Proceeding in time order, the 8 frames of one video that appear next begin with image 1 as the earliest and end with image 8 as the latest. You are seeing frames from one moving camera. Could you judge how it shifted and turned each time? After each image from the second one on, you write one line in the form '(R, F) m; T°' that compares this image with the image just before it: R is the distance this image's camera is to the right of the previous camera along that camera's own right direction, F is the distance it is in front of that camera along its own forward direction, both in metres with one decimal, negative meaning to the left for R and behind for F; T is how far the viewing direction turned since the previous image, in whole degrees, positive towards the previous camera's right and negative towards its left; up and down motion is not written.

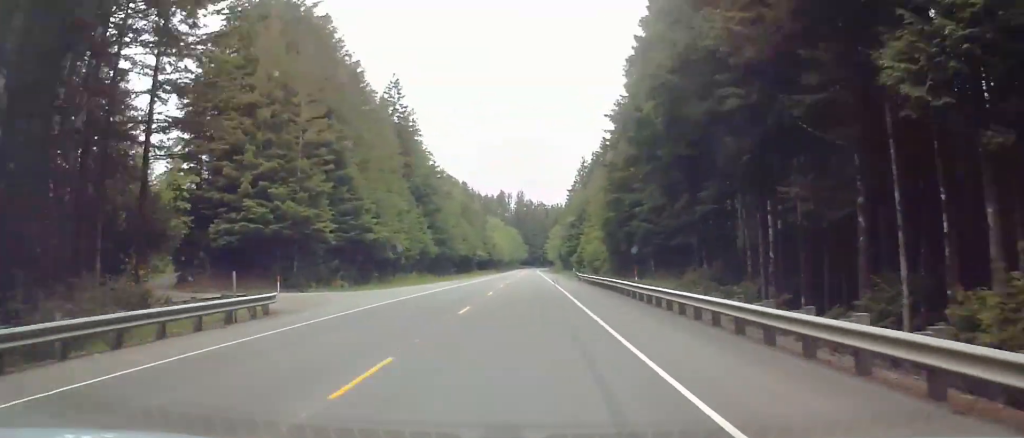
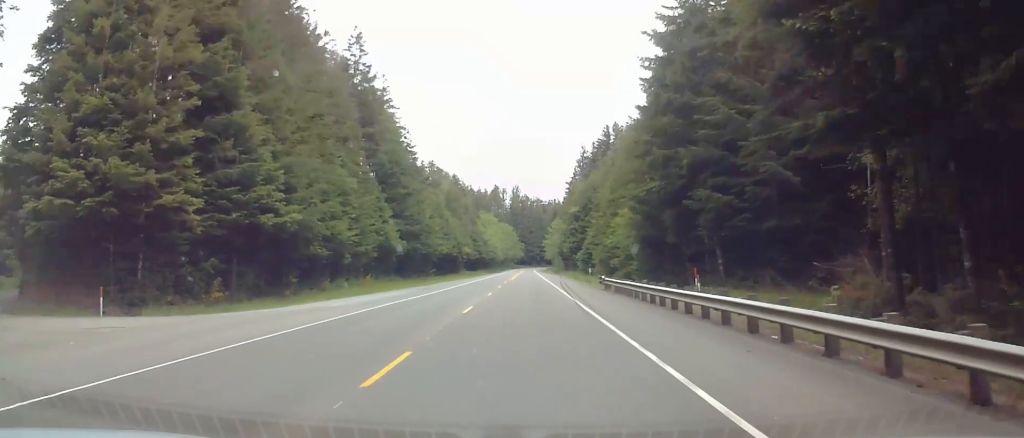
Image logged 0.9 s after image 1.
(0.0, +23.3) m; 0°
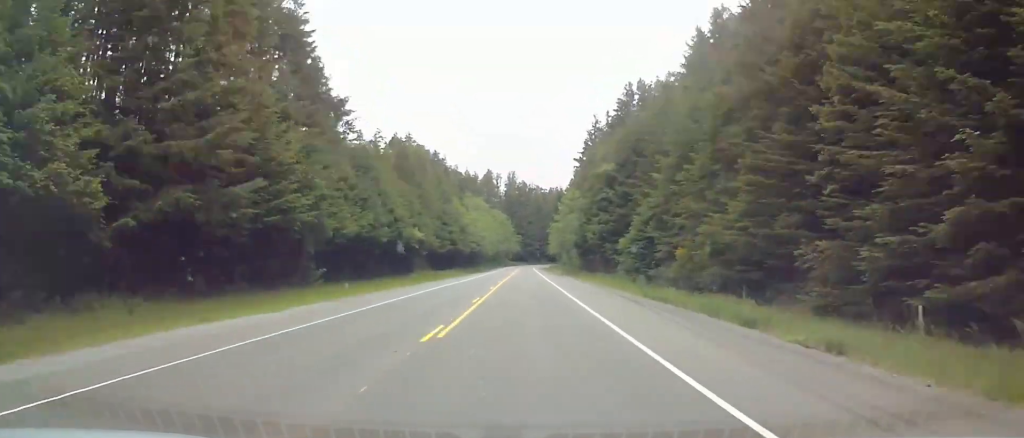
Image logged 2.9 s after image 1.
(+0.1, +56.4) m; 0°
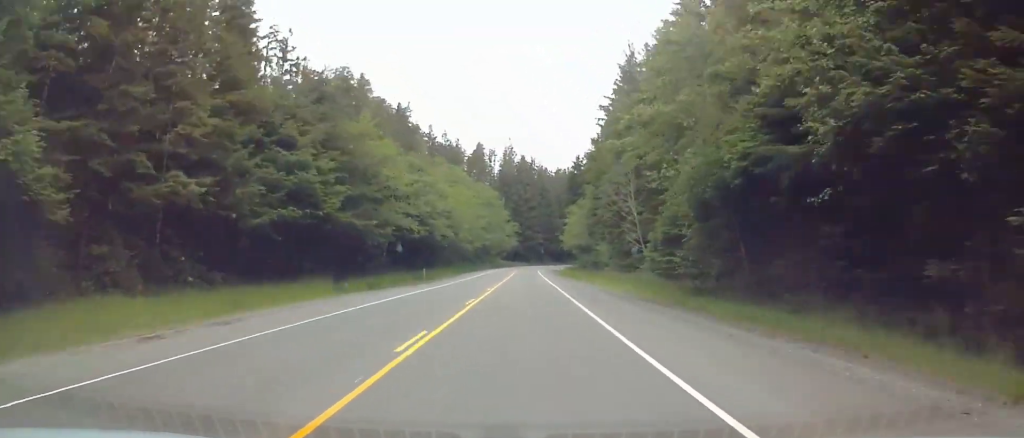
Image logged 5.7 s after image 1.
(+0.1, +75.6) m; 0°
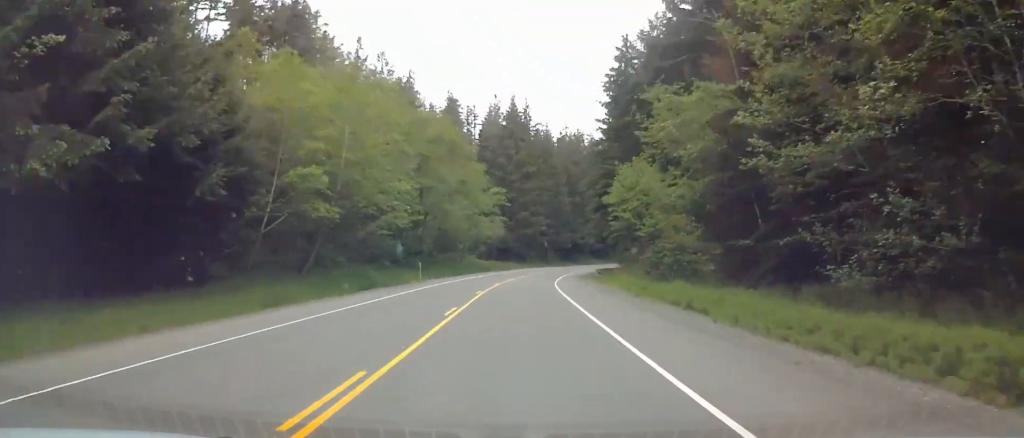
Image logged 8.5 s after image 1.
(+0.5, +79.1) m; +1°
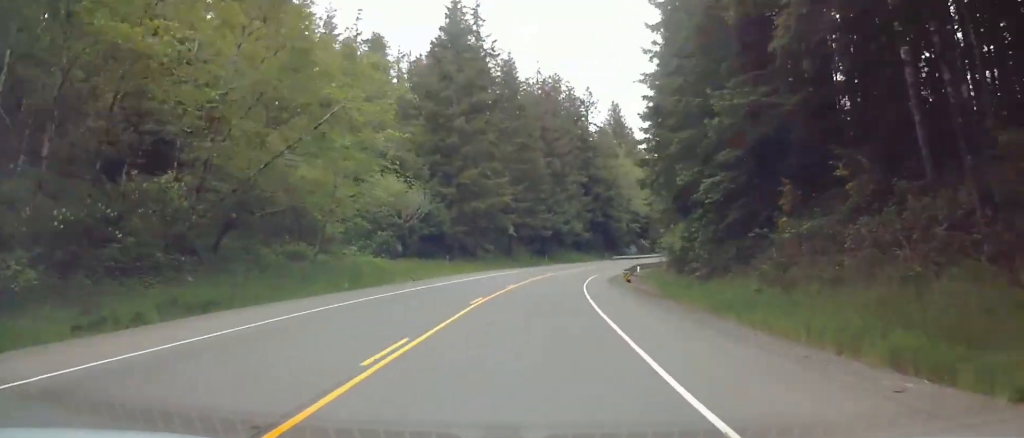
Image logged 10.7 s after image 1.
(+0.3, +58.0) m; +1°
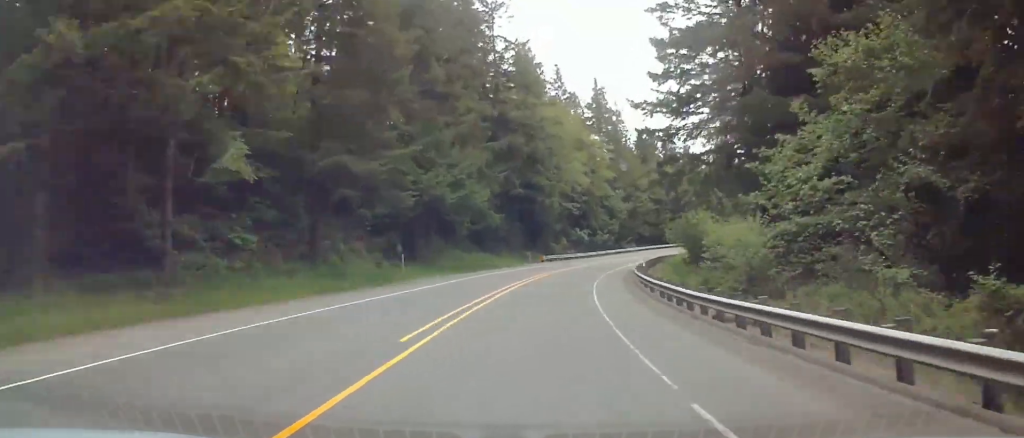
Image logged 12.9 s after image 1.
(+1.0, +58.5) m; +5°
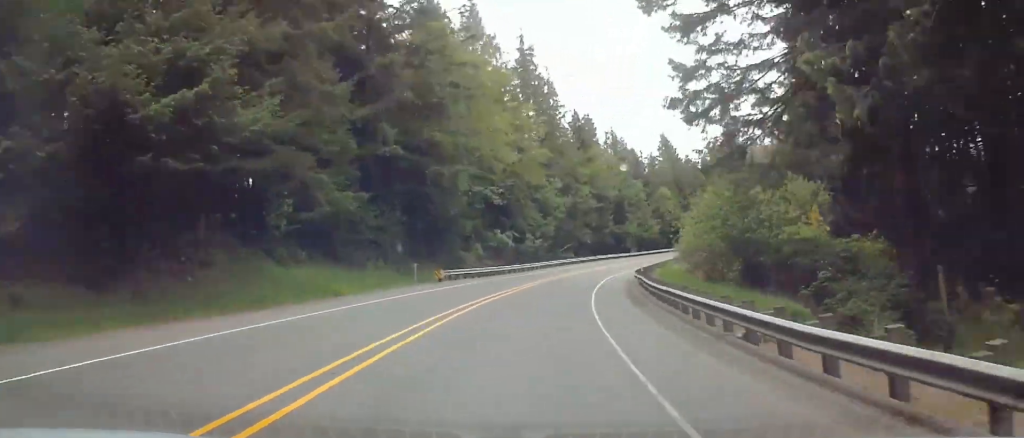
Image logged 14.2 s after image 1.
(+1.5, +34.6) m; +6°
